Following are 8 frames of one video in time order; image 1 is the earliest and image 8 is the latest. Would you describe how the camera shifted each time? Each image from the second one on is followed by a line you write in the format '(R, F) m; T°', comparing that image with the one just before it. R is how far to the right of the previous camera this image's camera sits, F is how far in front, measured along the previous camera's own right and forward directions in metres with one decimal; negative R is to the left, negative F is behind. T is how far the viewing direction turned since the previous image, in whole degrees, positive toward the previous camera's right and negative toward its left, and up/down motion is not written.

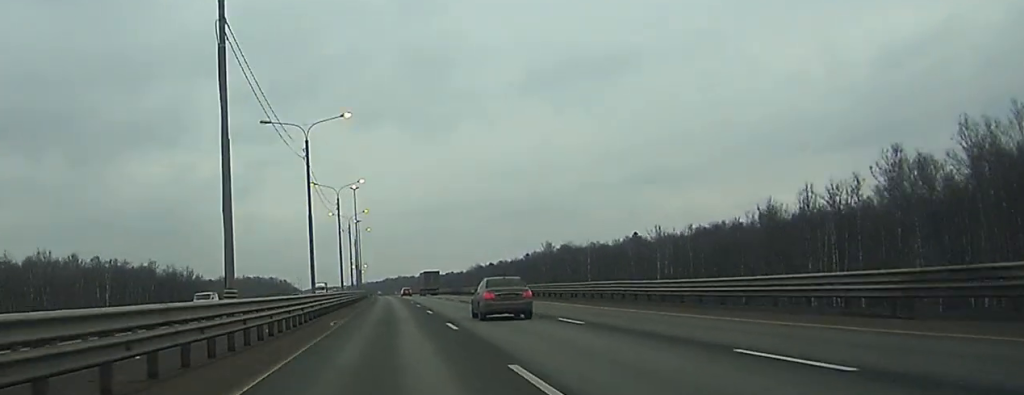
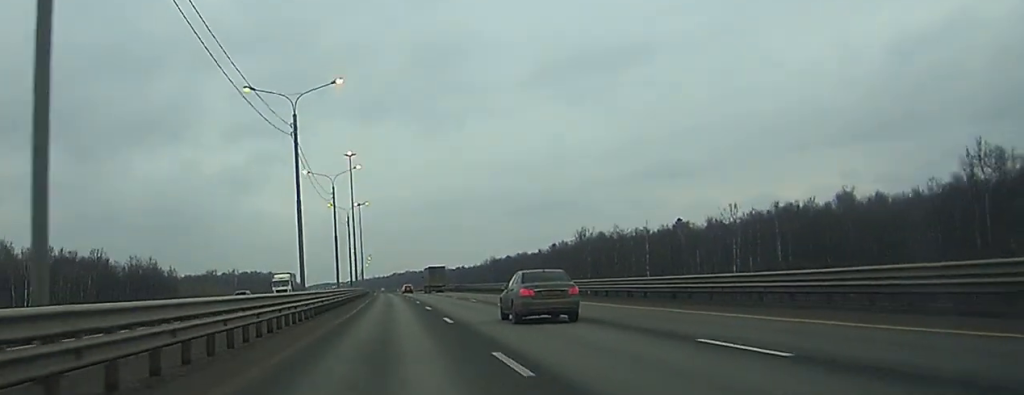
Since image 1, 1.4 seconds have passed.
(-0.1, +46.9) m; 0°
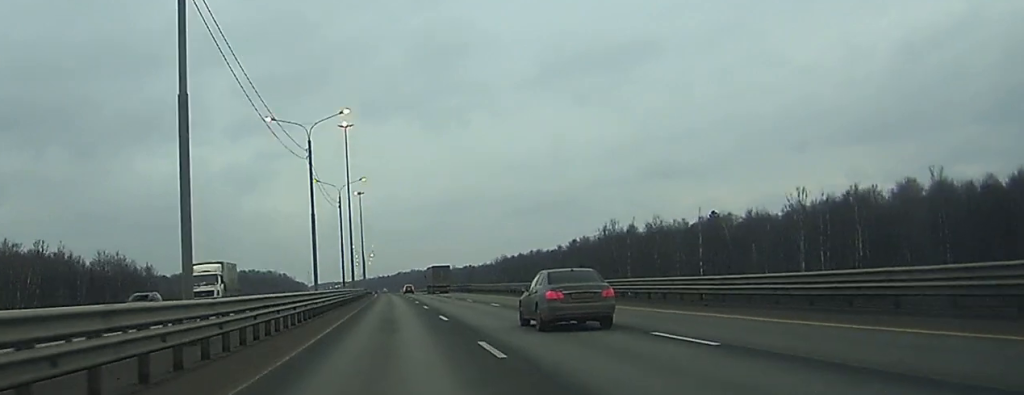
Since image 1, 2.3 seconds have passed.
(0.0, +28.3) m; 0°
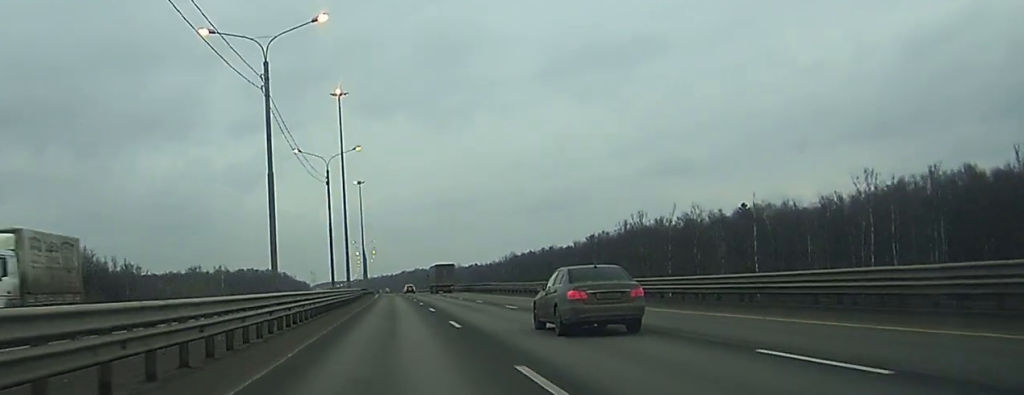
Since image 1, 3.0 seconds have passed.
(-0.1, +21.7) m; 0°
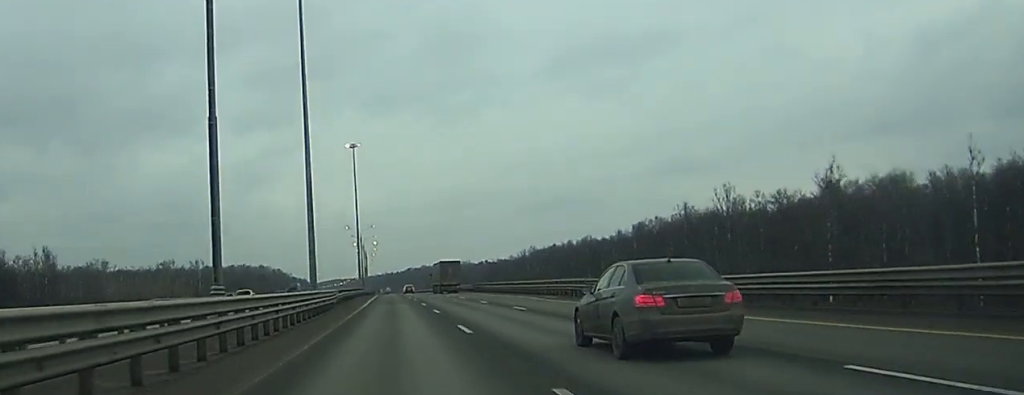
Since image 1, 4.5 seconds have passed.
(-0.3, +51.2) m; -1°
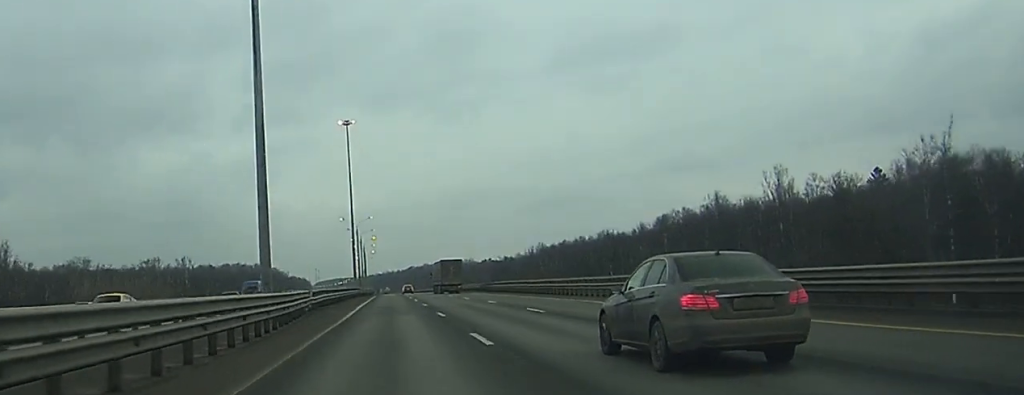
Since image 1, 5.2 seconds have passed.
(0.0, +20.8) m; 0°
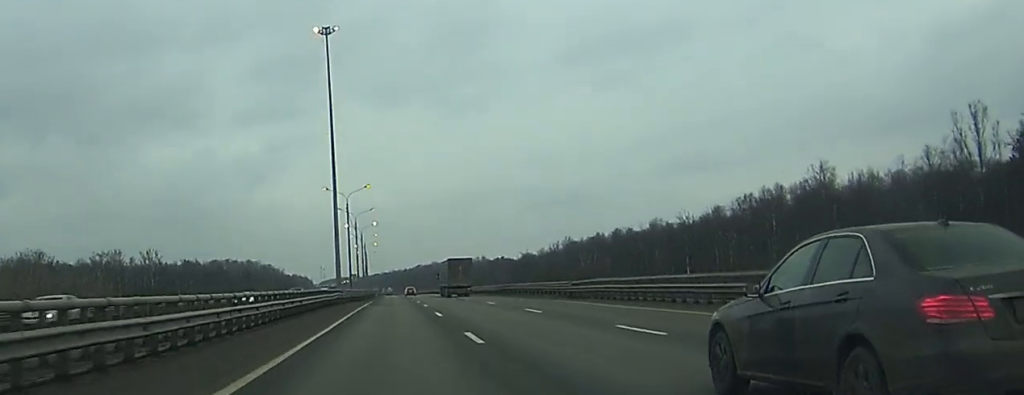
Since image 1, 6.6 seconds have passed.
(0.0, +46.9) m; 0°
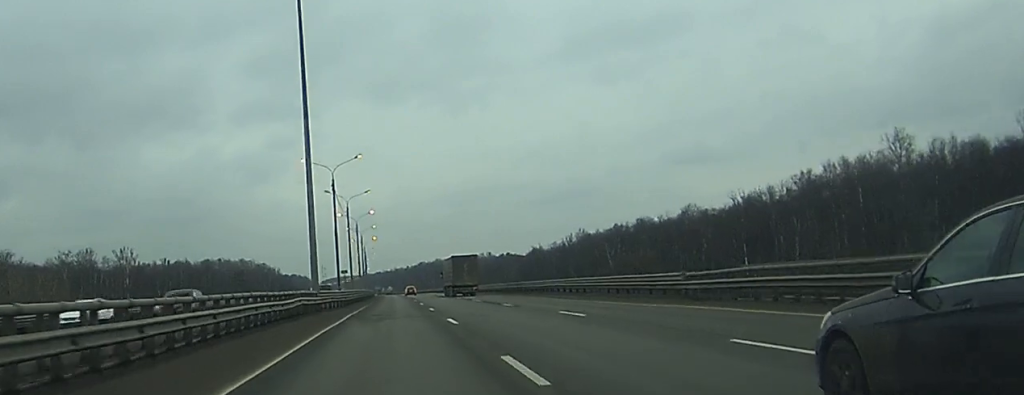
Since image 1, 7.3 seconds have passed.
(+0.1, +23.9) m; 0°
